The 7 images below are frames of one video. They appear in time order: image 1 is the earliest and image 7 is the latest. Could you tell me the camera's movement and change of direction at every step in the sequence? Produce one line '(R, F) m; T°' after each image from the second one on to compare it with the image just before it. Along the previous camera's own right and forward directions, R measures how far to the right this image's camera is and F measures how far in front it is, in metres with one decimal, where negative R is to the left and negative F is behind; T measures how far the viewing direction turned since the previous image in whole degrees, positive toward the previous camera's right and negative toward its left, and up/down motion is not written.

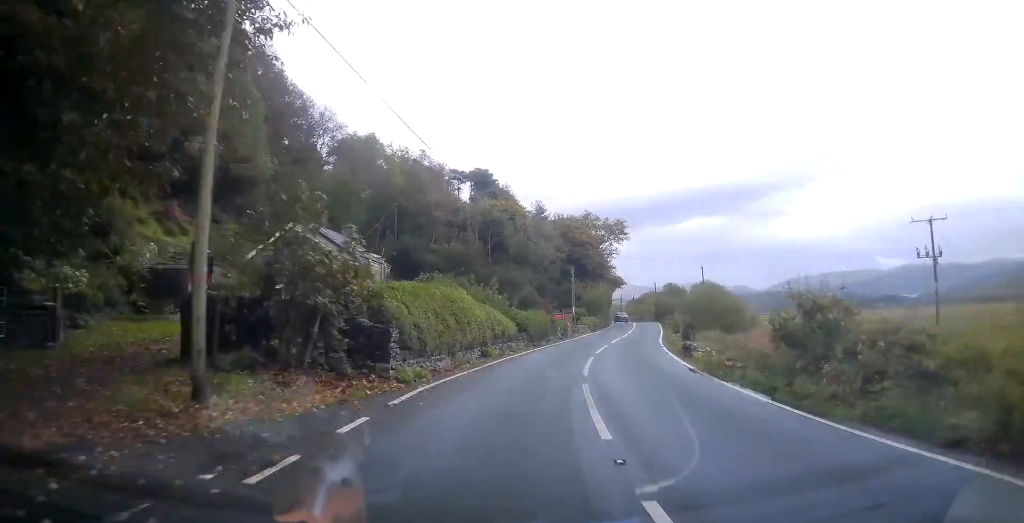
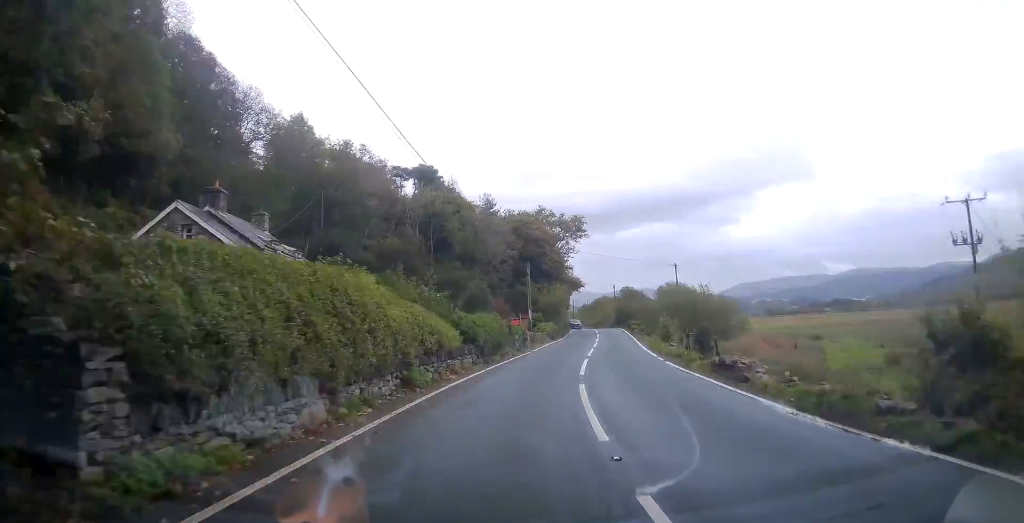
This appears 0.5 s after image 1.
(+0.1, +8.3) m; +3°
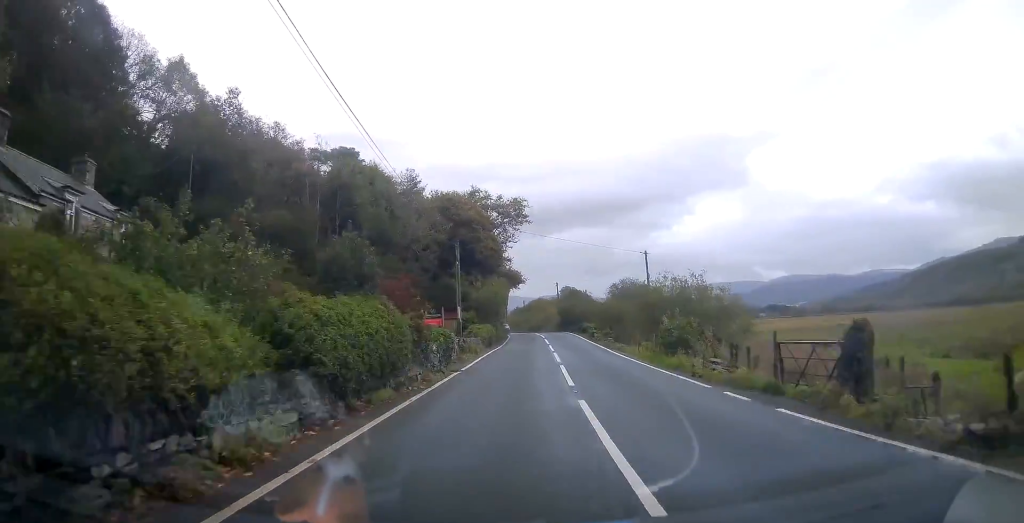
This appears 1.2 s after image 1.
(0.0, +12.3) m; +6°
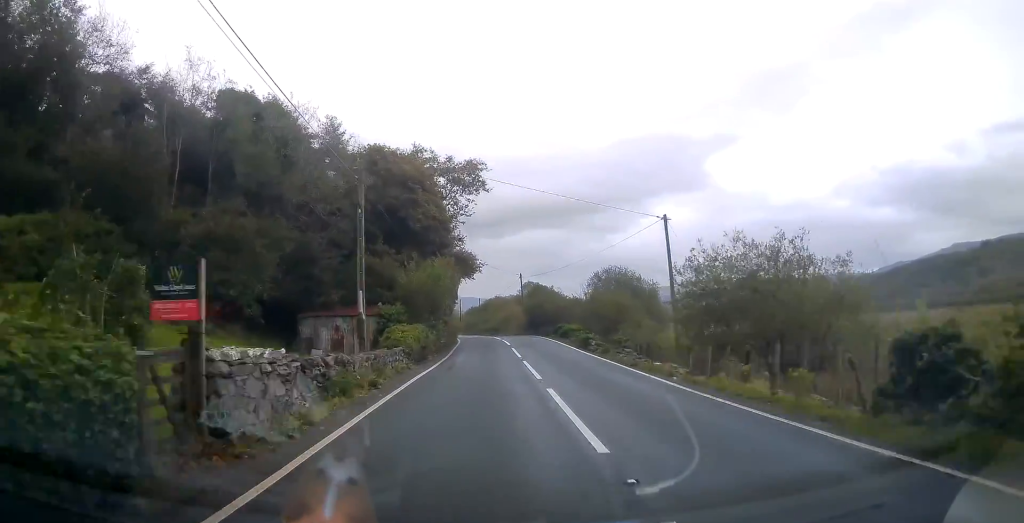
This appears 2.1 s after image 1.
(+1.6, +15.4) m; +7°
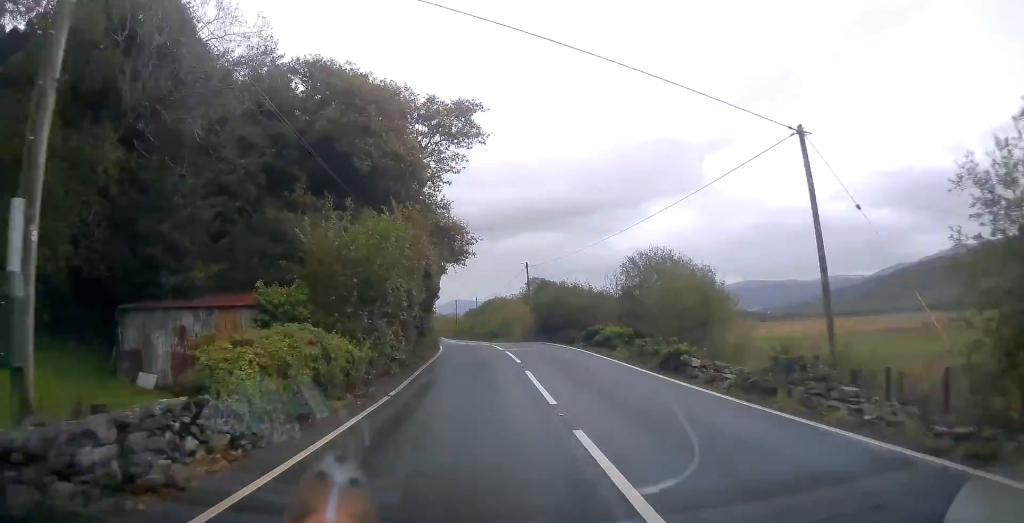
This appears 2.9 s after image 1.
(+0.5, +14.1) m; +2°
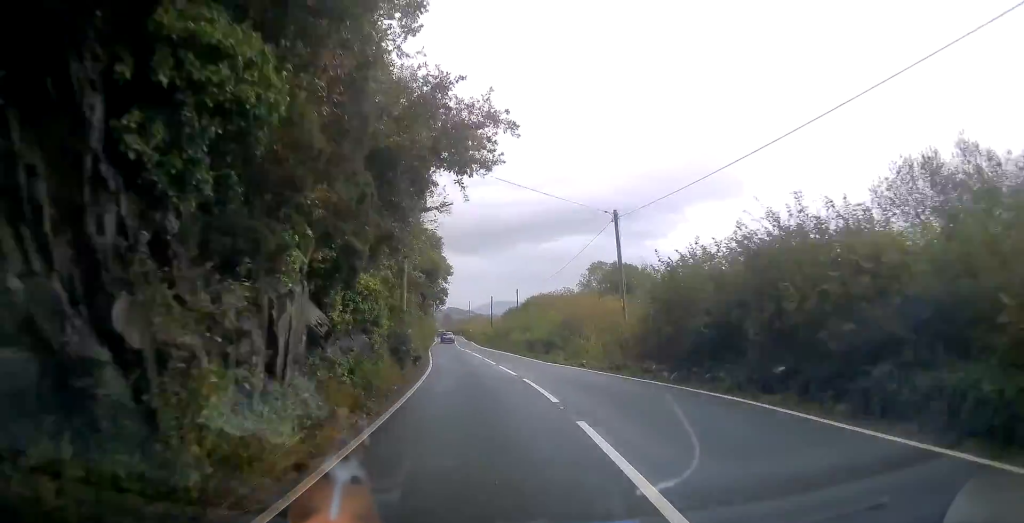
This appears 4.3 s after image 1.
(+0.1, +25.2) m; -3°
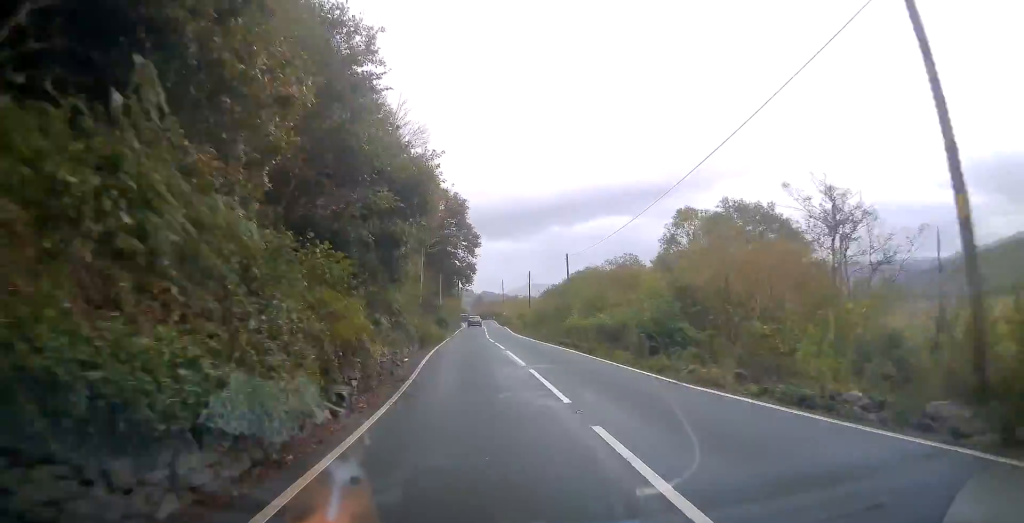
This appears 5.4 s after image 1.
(-0.9, +19.0) m; -4°
